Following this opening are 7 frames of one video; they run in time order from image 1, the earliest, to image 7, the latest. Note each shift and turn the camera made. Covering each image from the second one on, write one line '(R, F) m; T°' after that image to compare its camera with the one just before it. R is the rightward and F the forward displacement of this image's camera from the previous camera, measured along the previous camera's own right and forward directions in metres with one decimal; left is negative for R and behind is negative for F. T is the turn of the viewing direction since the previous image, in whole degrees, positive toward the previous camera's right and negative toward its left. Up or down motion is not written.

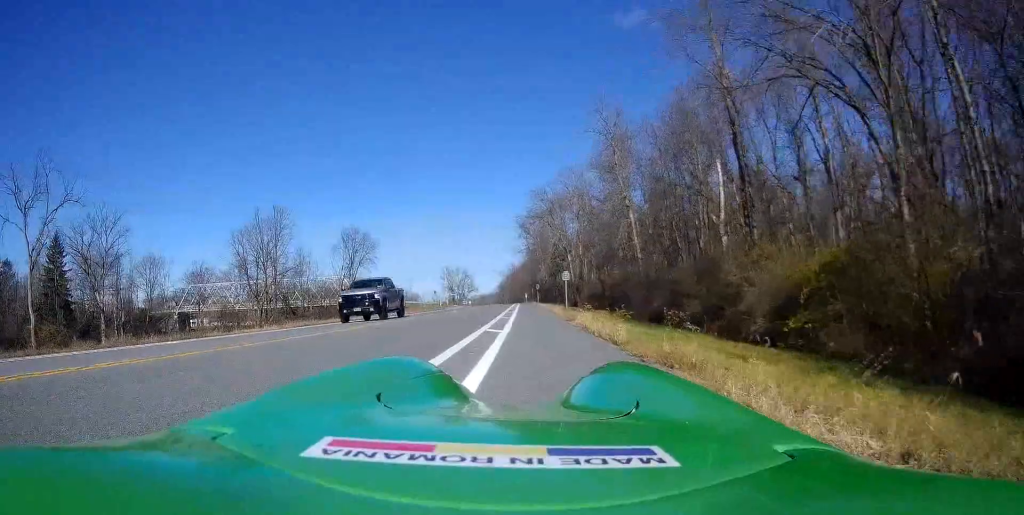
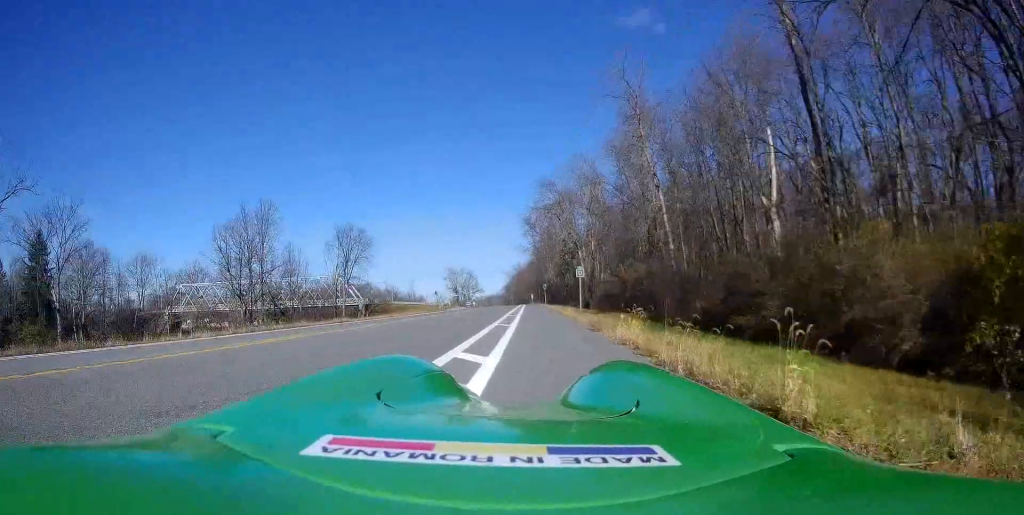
(0.0, +6.6) m; 0°
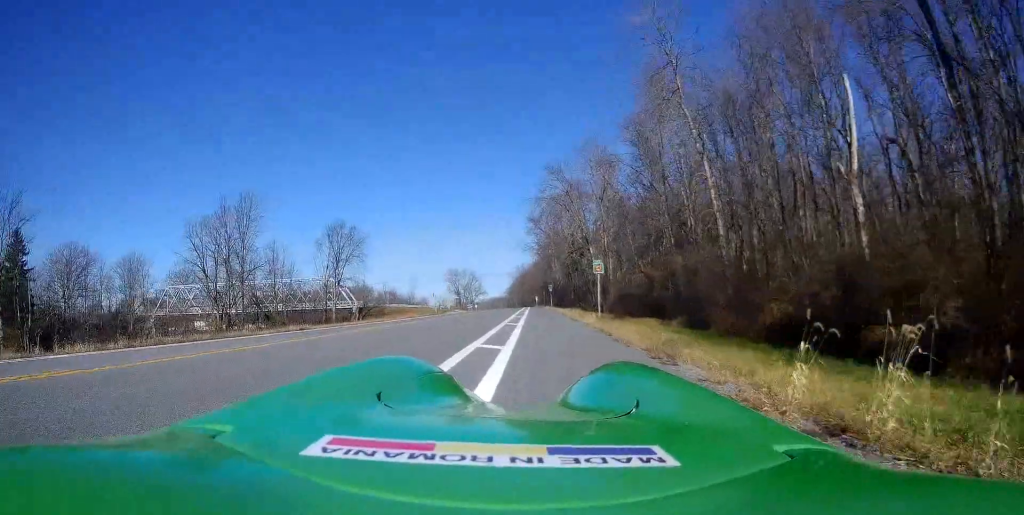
(0.0, +7.3) m; 0°
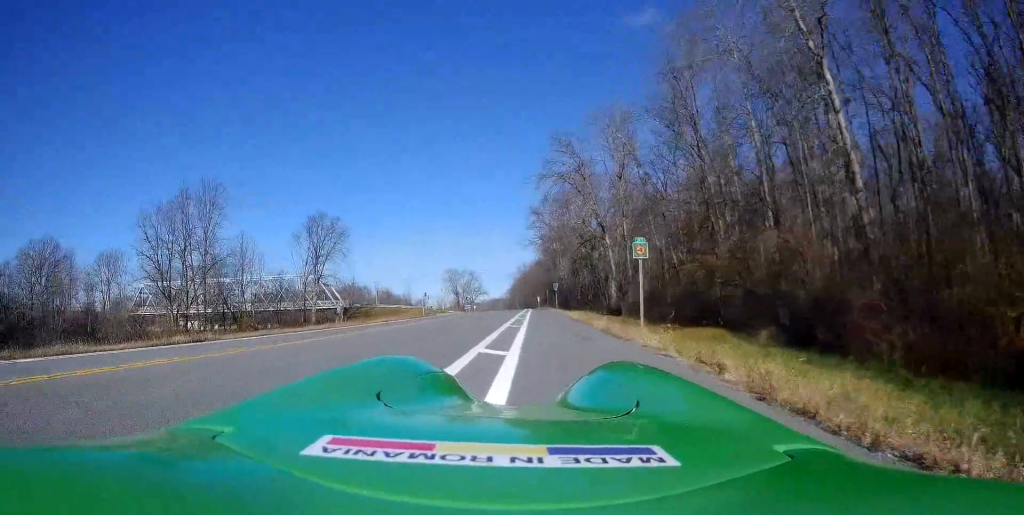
(0.0, +9.6) m; 0°
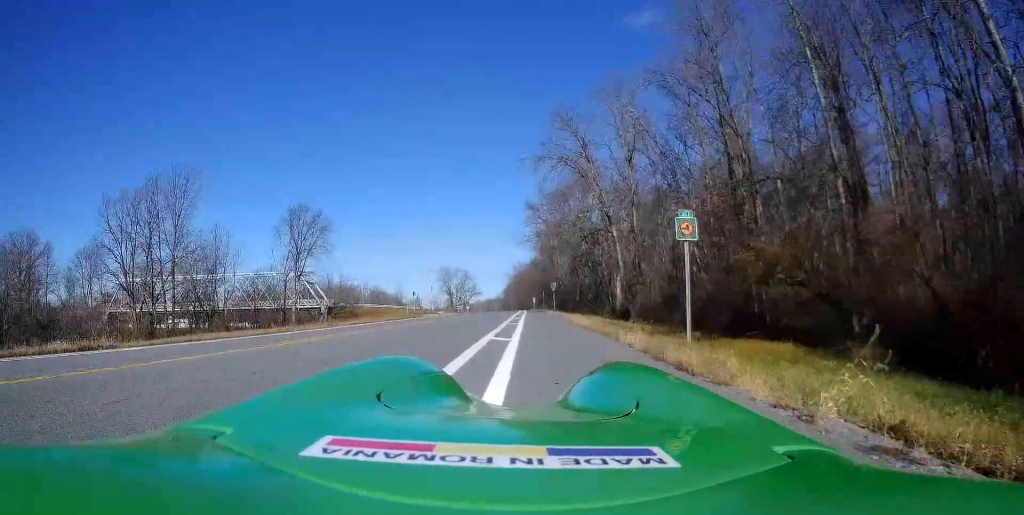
(0.0, +5.7) m; 0°
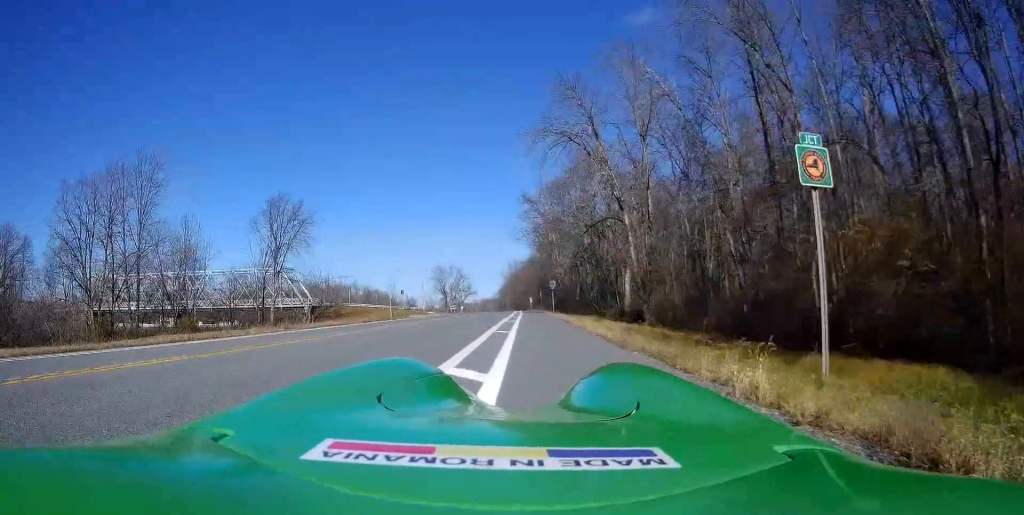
(0.0, +5.8) m; 0°
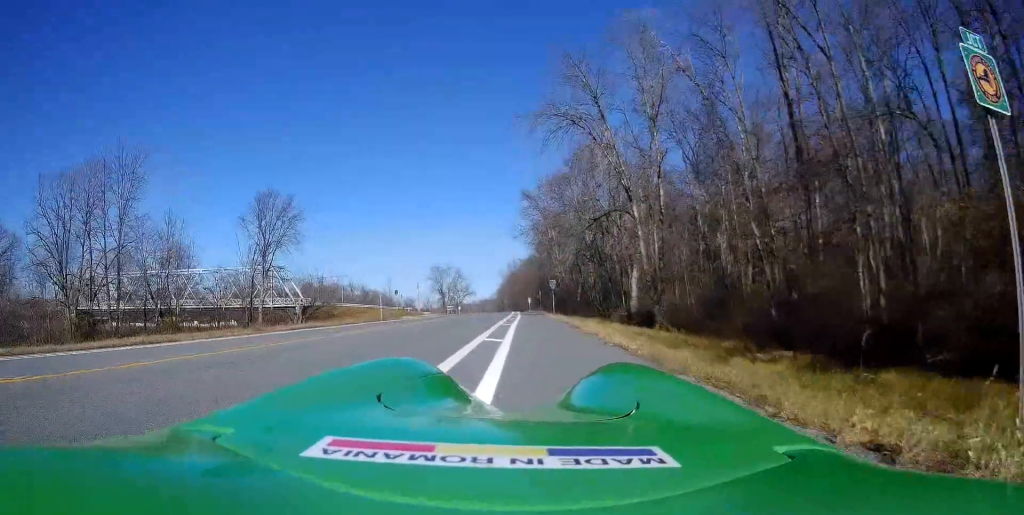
(0.0, +3.1) m; +1°
